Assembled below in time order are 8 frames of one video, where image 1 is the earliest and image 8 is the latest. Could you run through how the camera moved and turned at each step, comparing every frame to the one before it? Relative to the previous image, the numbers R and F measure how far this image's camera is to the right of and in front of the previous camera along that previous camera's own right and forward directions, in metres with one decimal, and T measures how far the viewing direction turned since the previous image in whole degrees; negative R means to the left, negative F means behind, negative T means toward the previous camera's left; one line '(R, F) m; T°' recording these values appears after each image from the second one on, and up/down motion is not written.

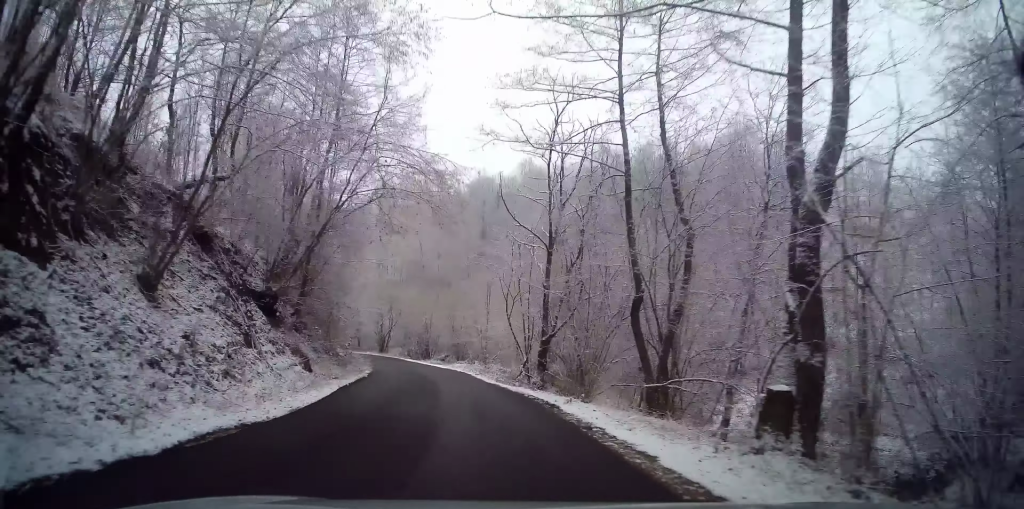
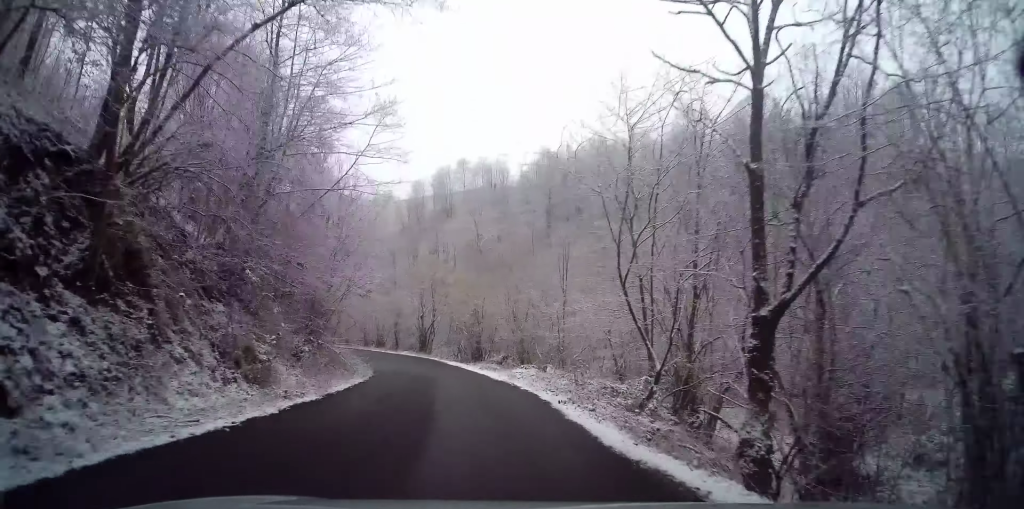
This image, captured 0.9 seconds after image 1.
(-0.4, +14.9) m; -5°
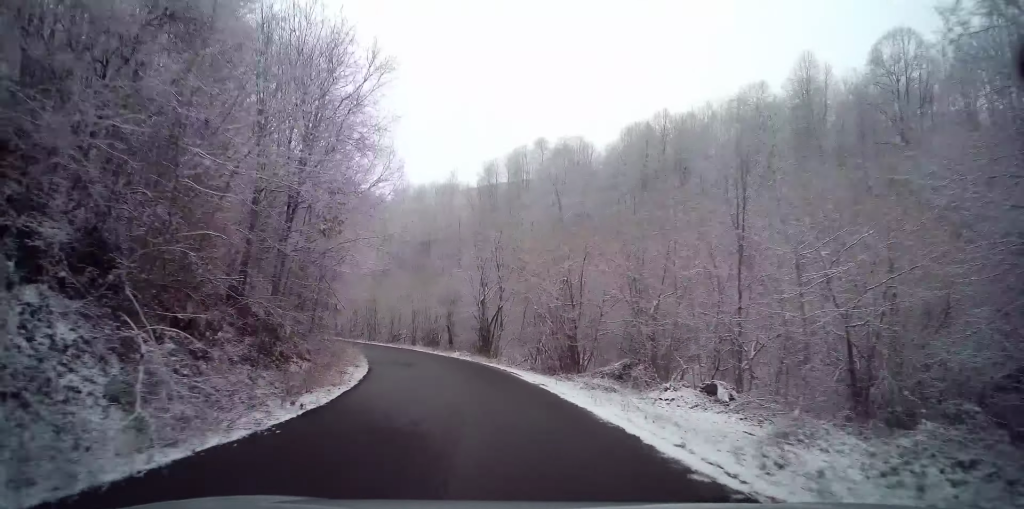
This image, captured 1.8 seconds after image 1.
(-0.7, +15.3) m; -7°
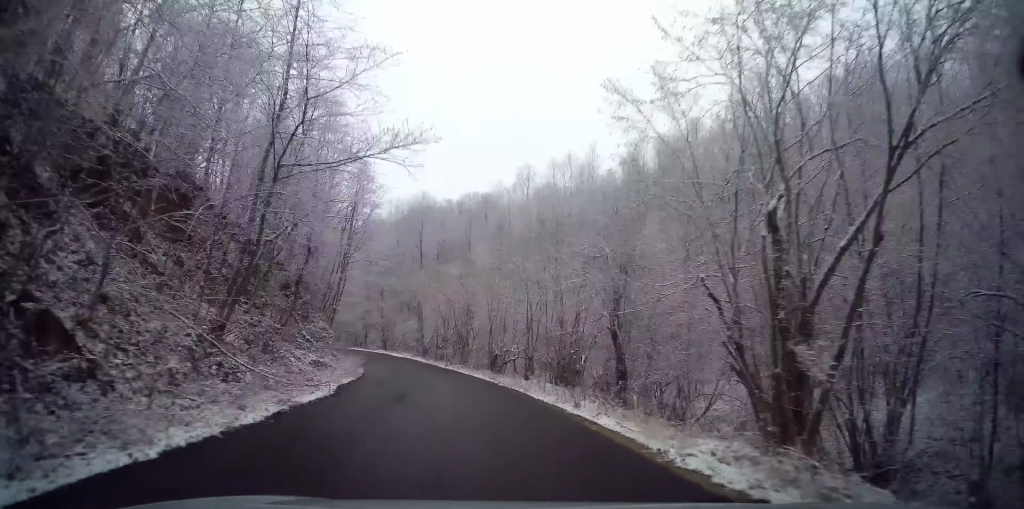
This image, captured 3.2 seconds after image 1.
(-3.0, +24.4) m; -14°
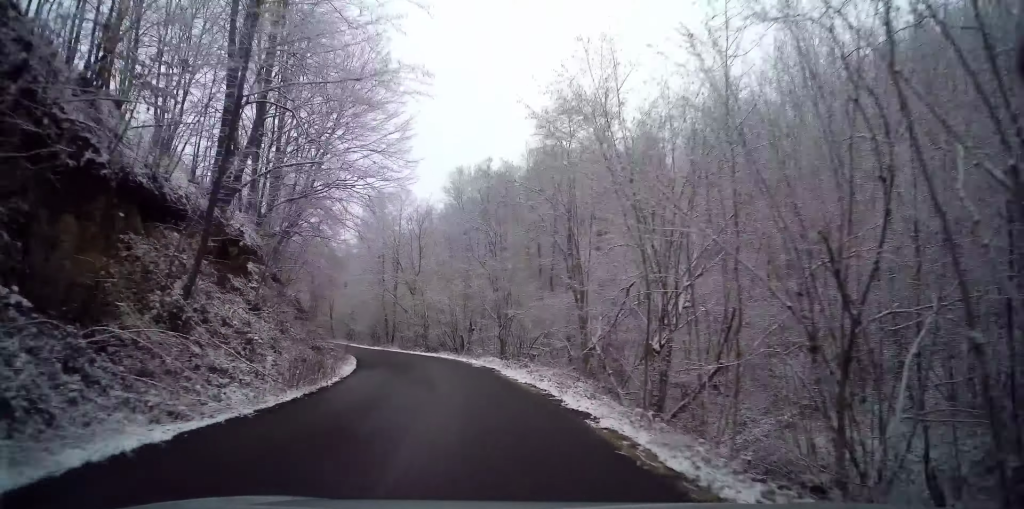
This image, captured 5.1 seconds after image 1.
(-4.4, +30.1) m; -17°
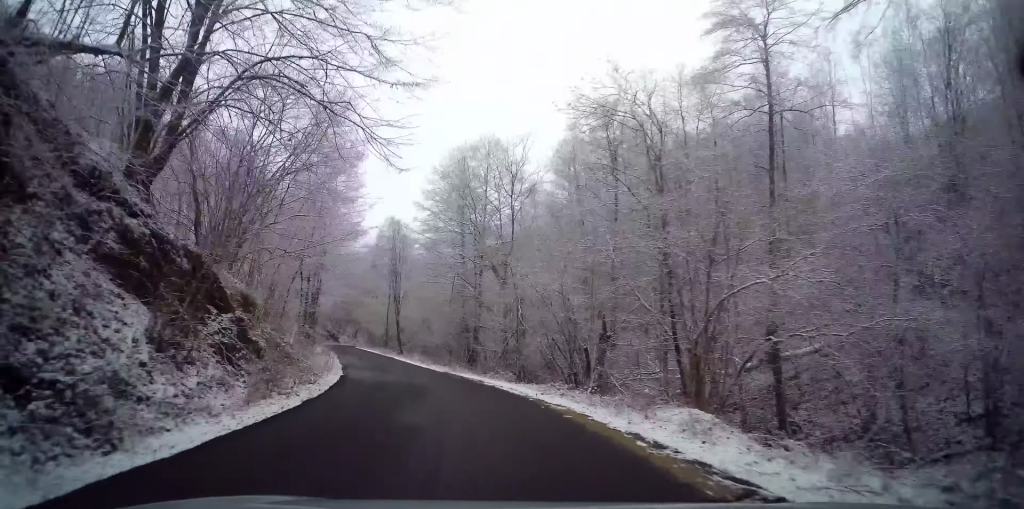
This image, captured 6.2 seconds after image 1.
(-1.6, +17.5) m; -11°
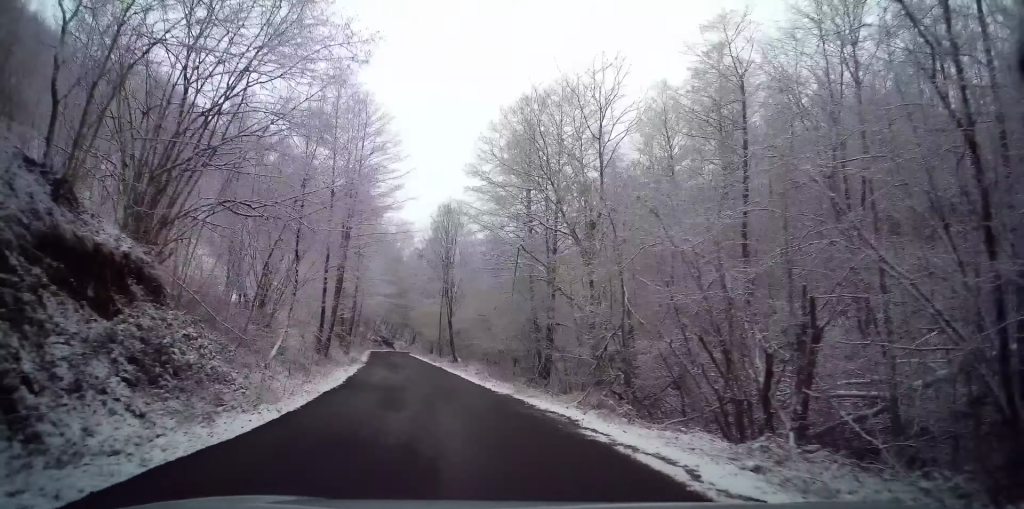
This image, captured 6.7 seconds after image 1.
(-0.5, +9.5) m; -6°
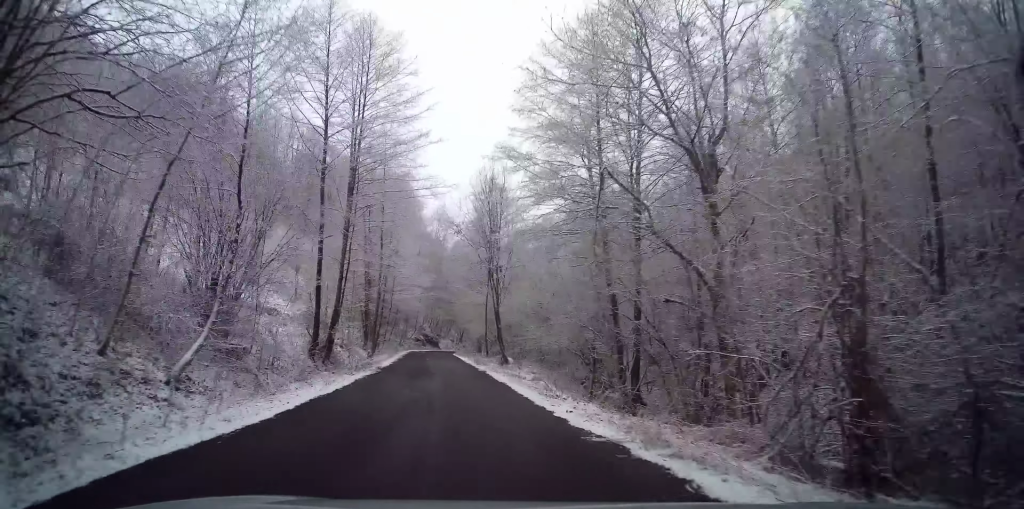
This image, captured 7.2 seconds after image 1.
(-0.3, +8.5) m; -6°
